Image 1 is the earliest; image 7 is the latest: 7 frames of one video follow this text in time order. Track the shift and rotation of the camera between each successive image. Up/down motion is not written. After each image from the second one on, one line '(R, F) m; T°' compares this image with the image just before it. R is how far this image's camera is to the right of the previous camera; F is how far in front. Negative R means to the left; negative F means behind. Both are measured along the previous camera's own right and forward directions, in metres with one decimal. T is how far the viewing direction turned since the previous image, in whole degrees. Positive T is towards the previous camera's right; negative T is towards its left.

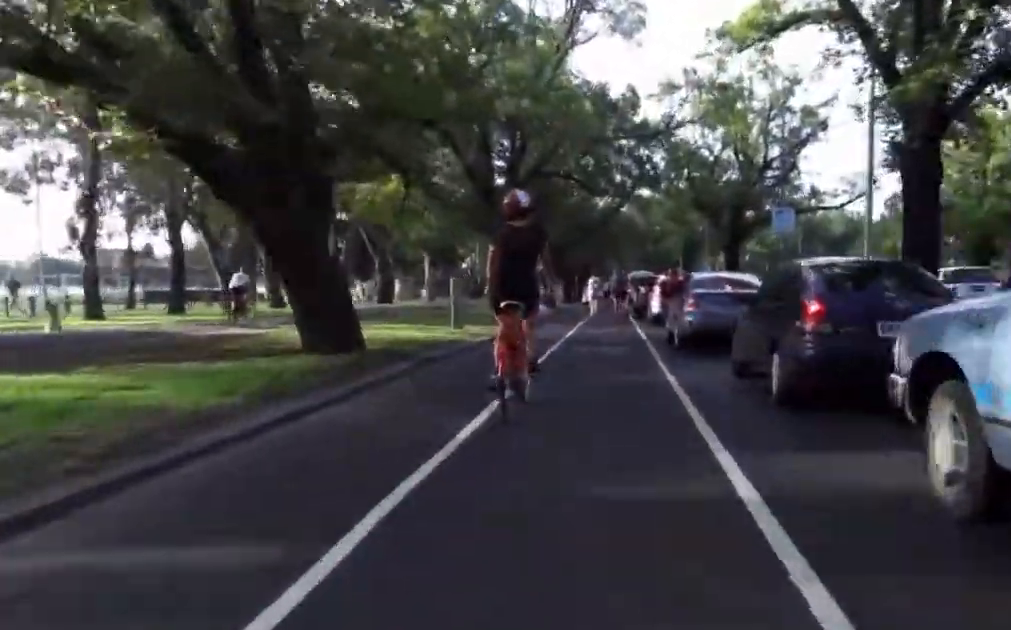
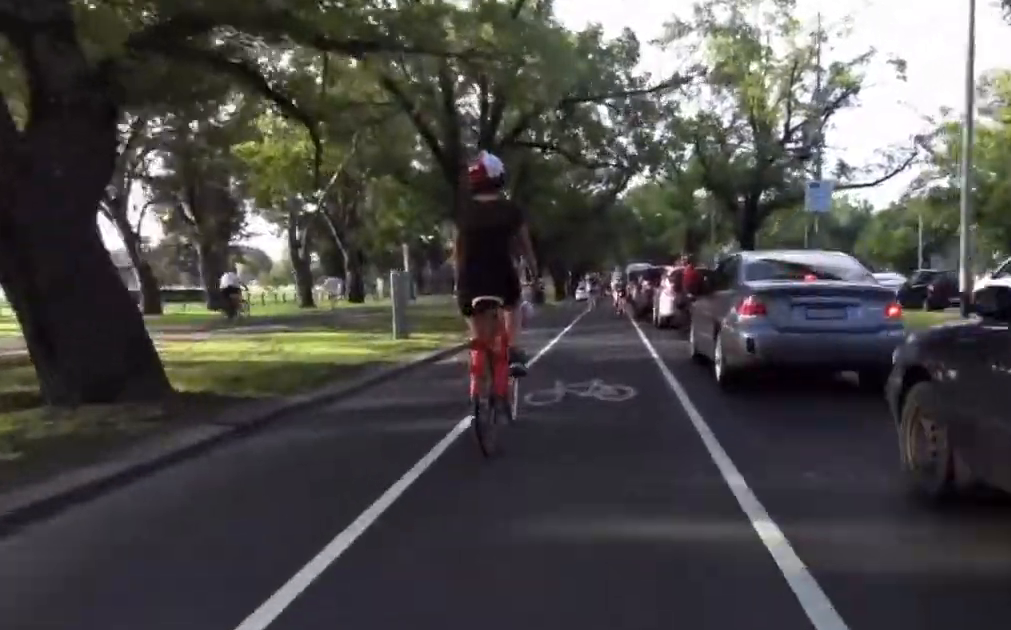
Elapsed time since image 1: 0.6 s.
(+0.3, +5.6) m; +2°
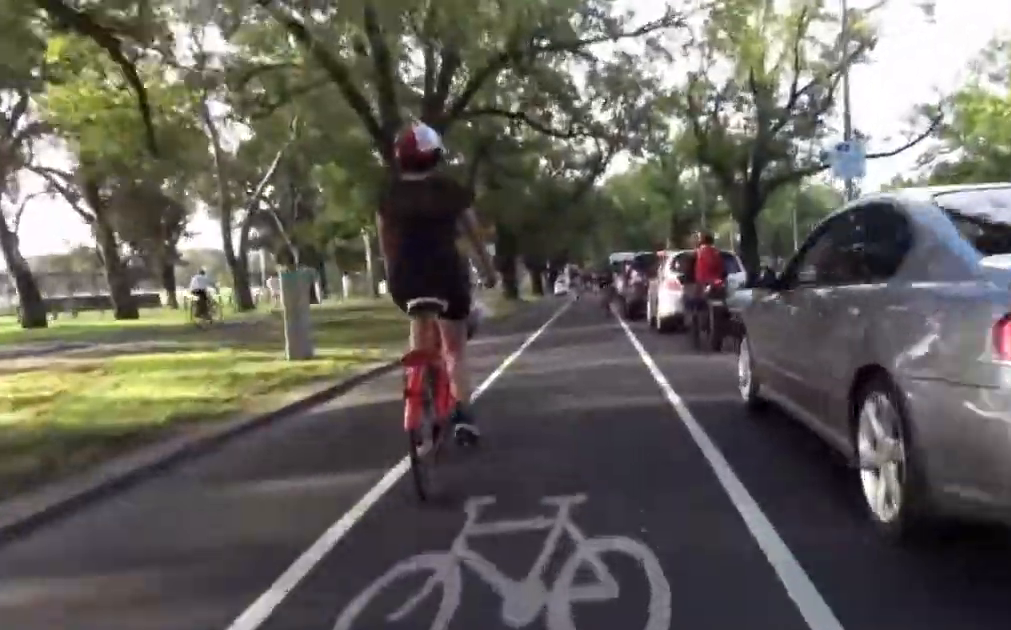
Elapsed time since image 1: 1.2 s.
(+0.1, +4.7) m; +1°
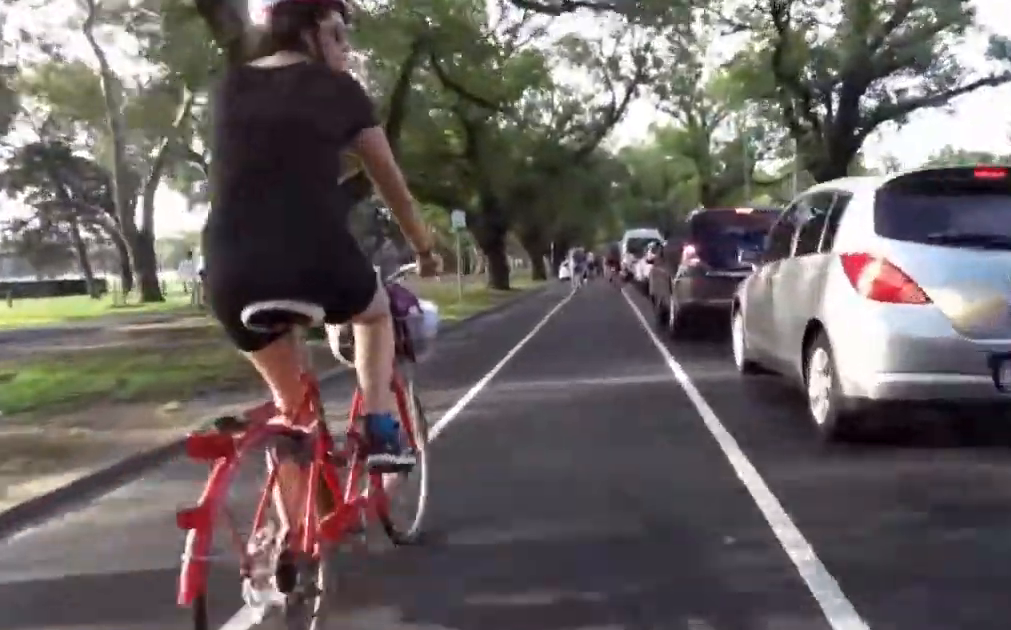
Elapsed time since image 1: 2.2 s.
(0.0, +9.3) m; 0°
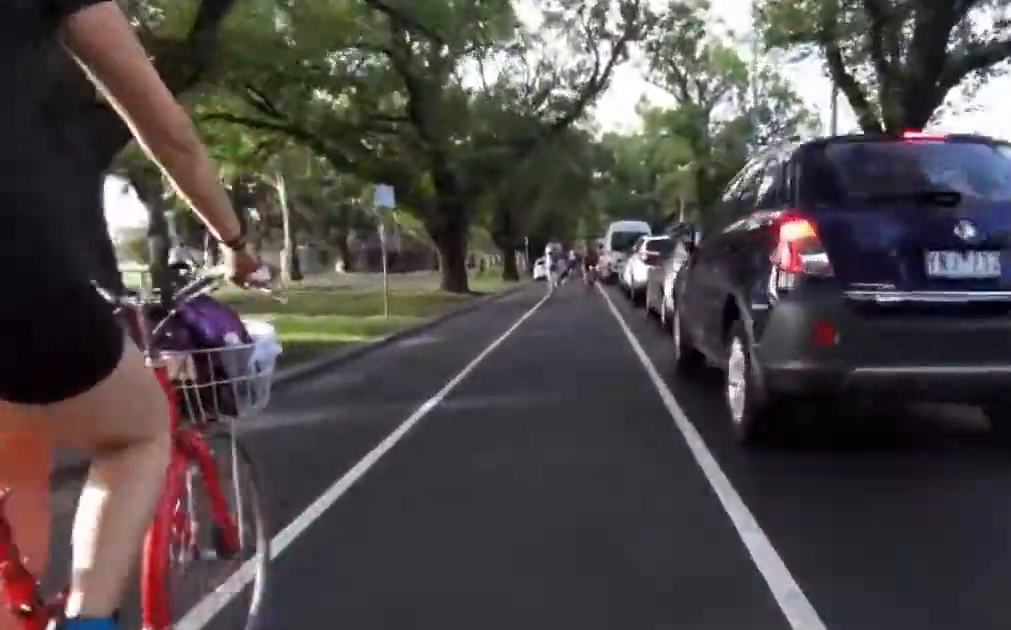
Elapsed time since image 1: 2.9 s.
(0.0, +5.8) m; 0°
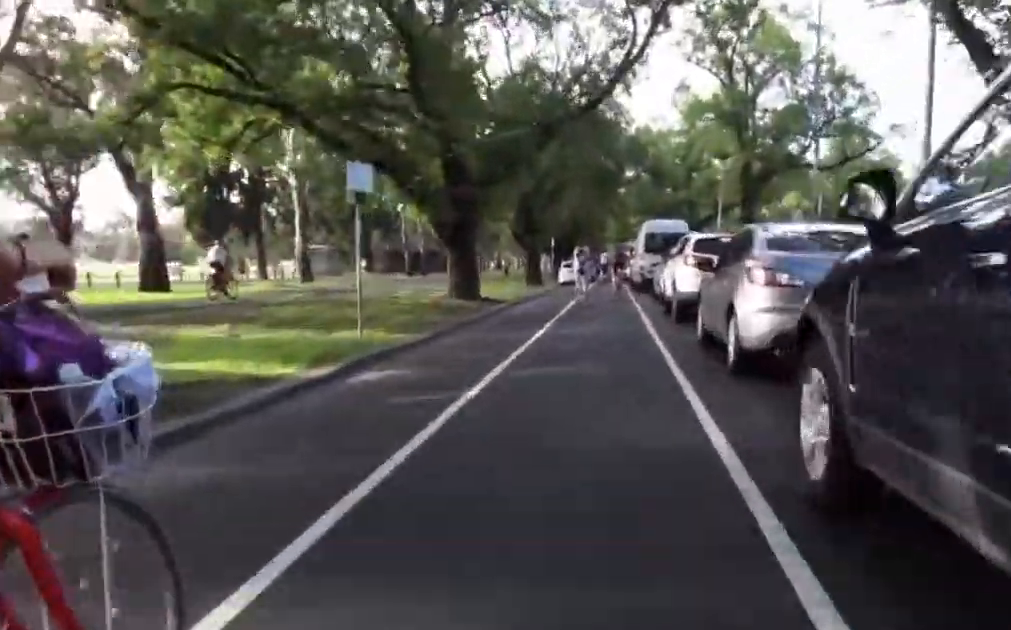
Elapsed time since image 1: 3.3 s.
(0.0, +3.8) m; 0°
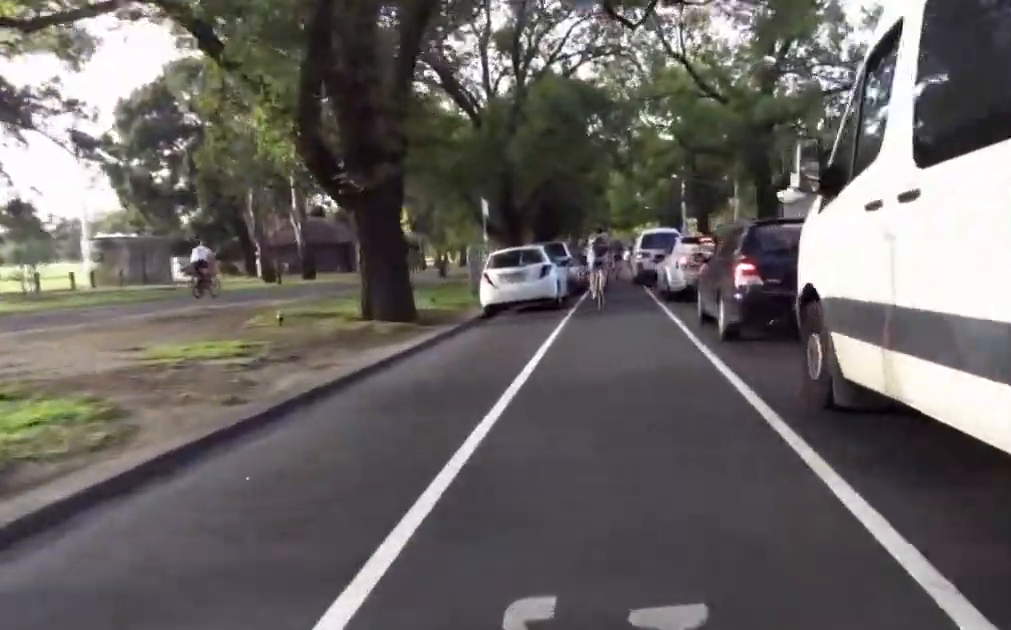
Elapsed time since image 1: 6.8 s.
(-0.1, +29.7) m; +2°
